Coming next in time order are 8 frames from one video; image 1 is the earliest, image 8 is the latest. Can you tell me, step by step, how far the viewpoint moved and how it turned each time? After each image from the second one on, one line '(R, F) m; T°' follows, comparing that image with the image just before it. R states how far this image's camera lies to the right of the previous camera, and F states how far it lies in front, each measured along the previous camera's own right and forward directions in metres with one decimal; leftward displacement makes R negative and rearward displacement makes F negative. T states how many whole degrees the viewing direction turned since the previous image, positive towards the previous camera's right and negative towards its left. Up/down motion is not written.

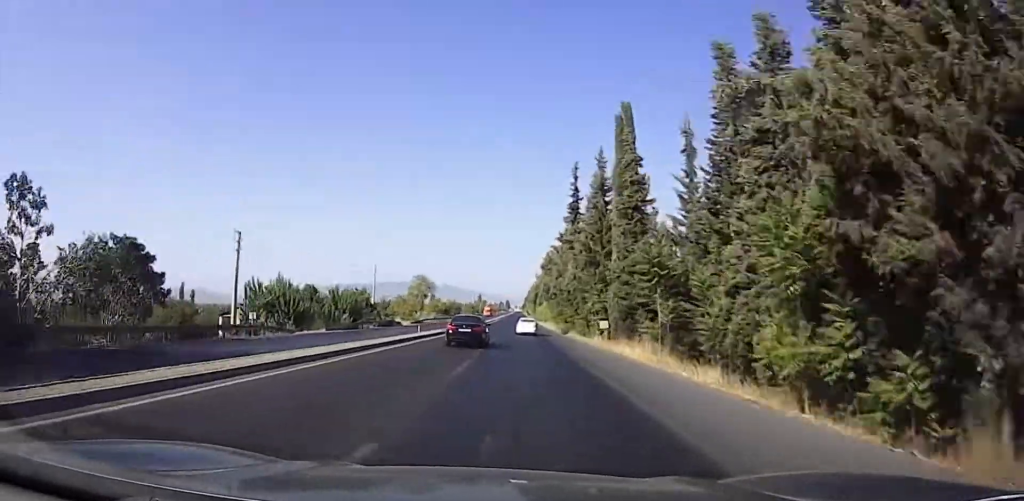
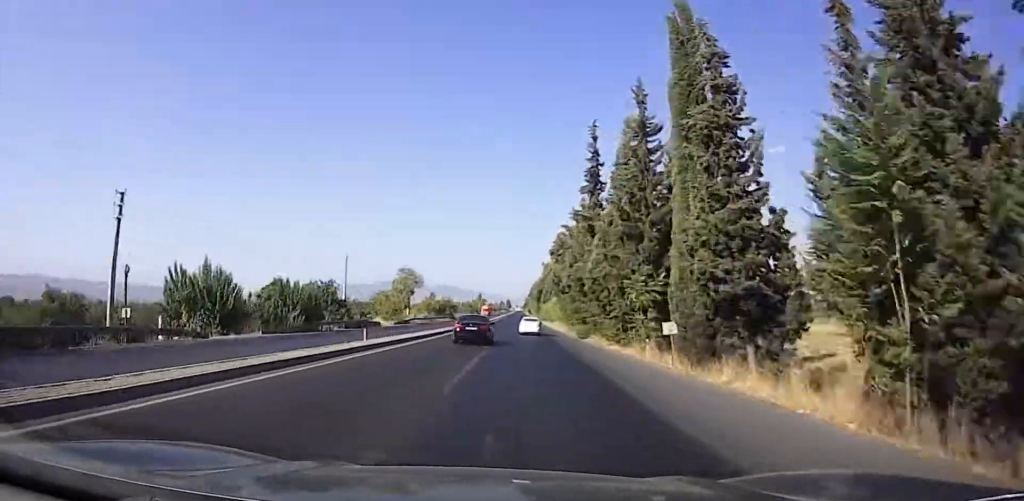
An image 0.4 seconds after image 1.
(-0.2, +13.6) m; -1°
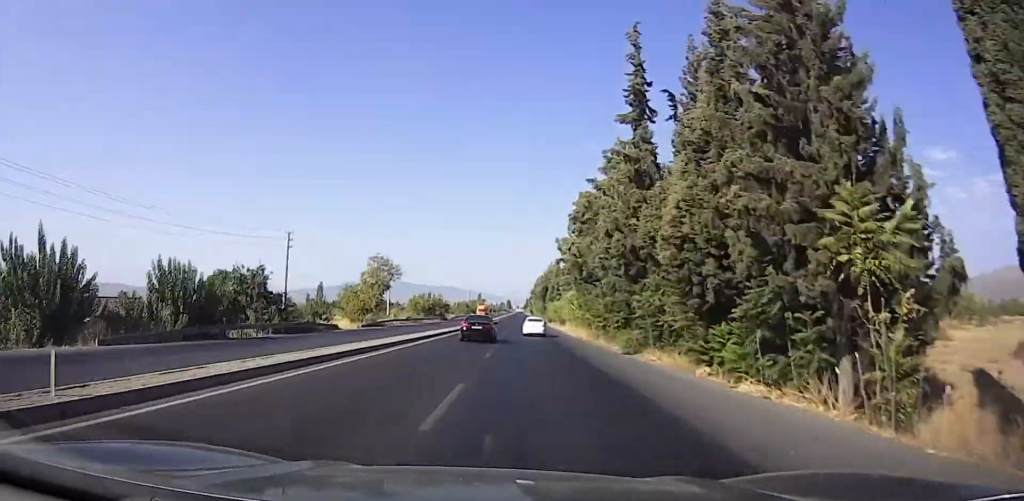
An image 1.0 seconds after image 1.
(-0.1, +16.8) m; -1°
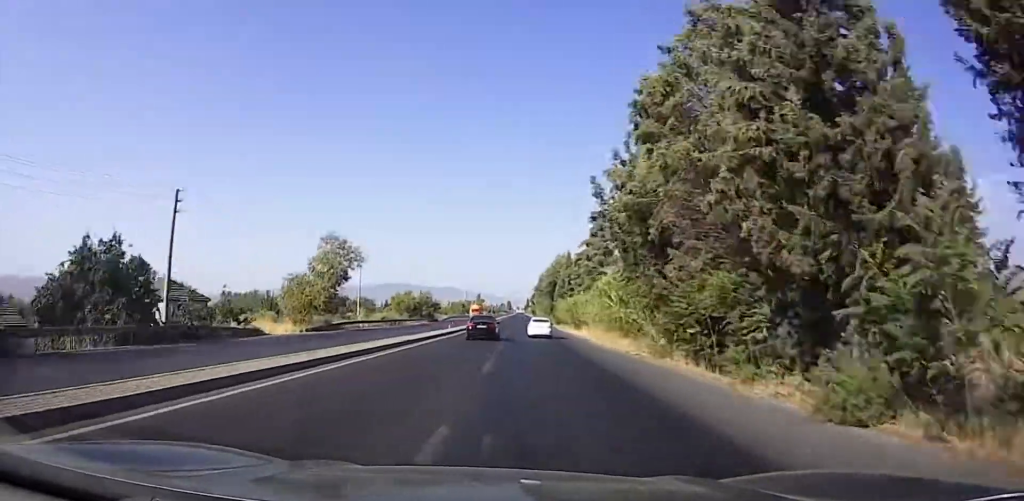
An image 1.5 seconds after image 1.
(-0.1, +17.0) m; 0°
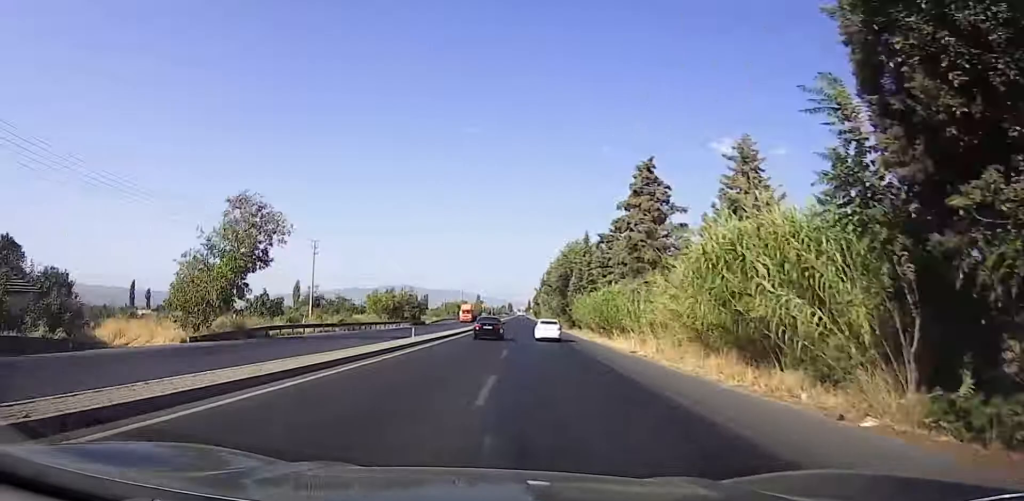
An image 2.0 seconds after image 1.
(0.0, +17.0) m; 0°
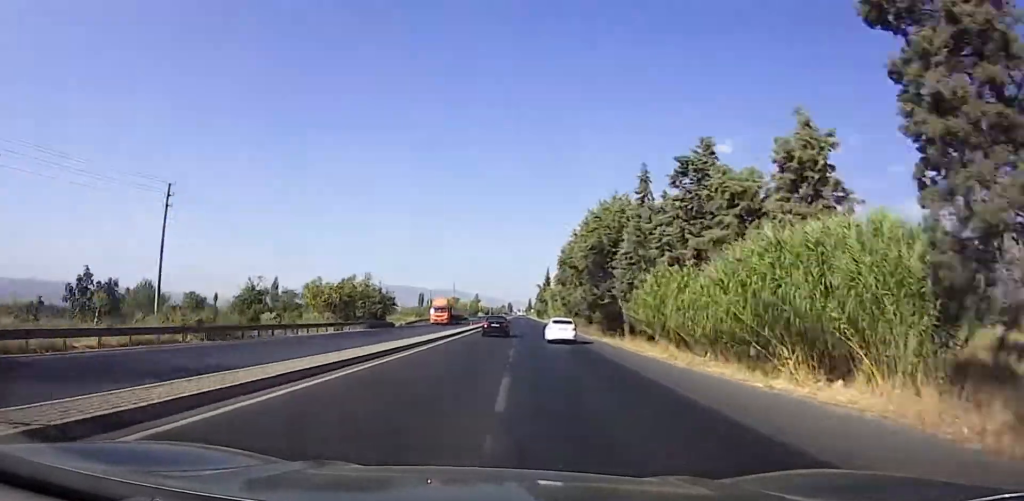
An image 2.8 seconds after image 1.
(0.0, +24.7) m; +2°
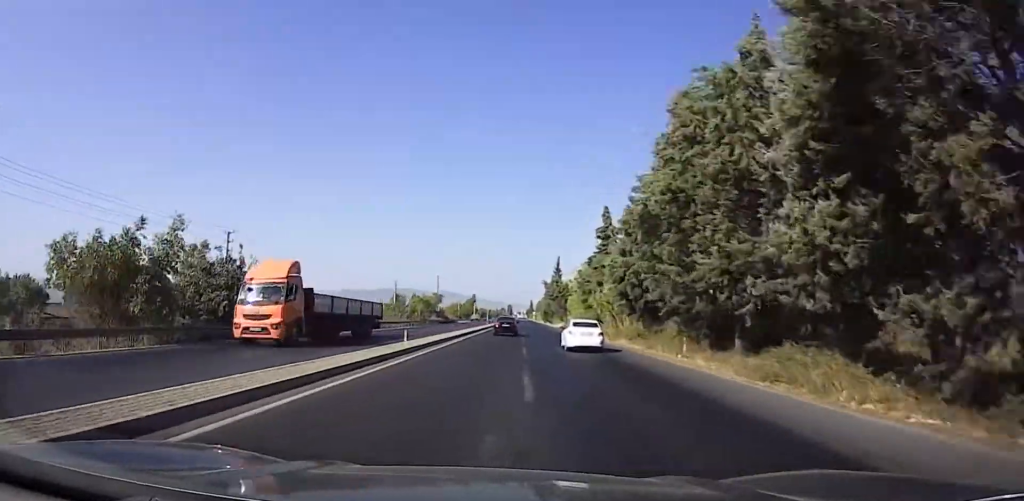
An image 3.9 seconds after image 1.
(+1.1, +34.4) m; 0°
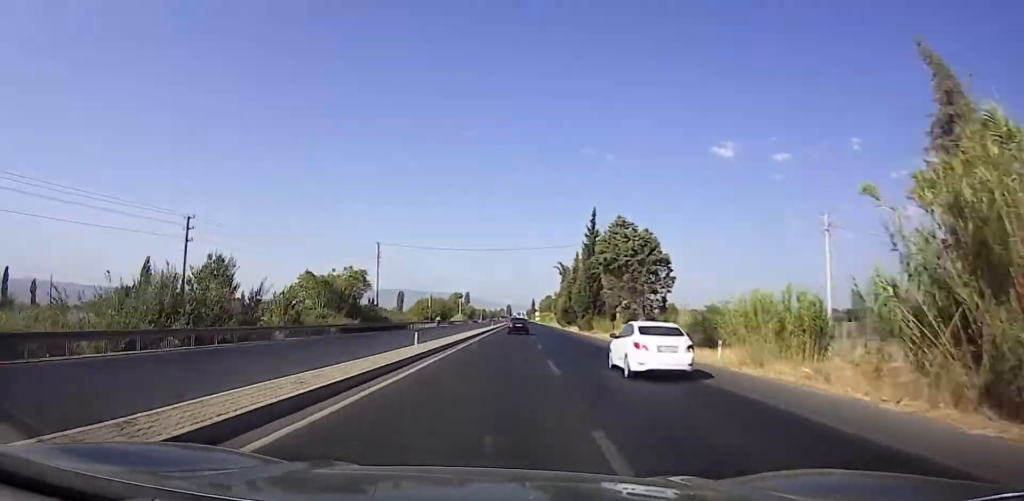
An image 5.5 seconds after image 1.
(-1.8, +54.0) m; -2°
